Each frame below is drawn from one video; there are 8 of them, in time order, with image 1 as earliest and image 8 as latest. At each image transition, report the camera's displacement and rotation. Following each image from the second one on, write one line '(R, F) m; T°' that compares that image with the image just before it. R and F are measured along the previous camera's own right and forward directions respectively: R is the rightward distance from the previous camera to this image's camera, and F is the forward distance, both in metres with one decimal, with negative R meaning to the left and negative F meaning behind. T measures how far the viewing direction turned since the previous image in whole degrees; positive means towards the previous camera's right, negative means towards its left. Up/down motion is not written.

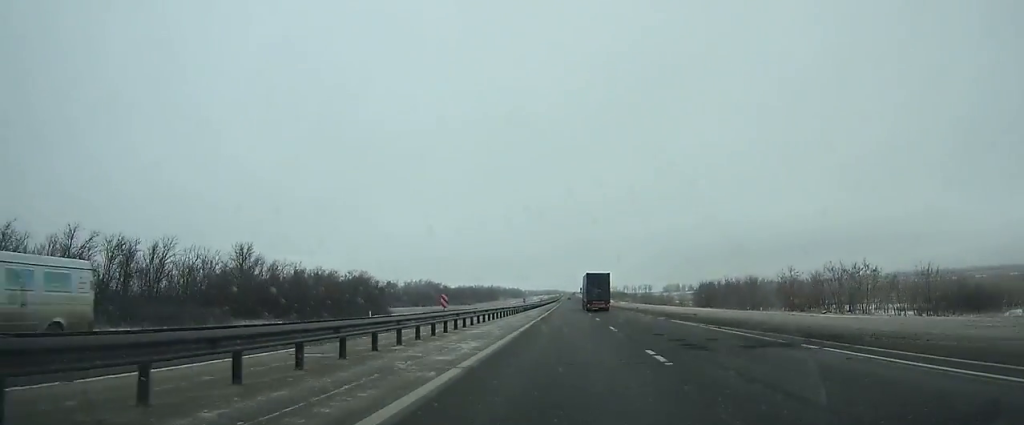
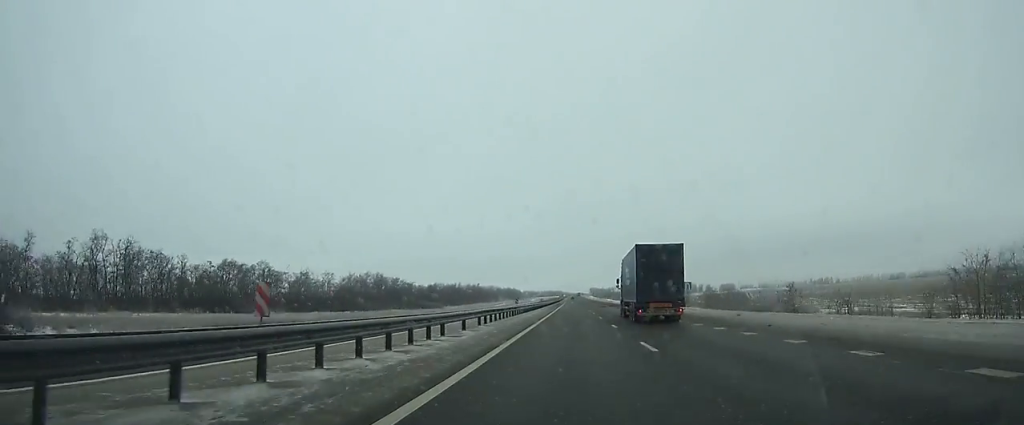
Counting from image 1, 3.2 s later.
(+0.1, +94.3) m; 0°
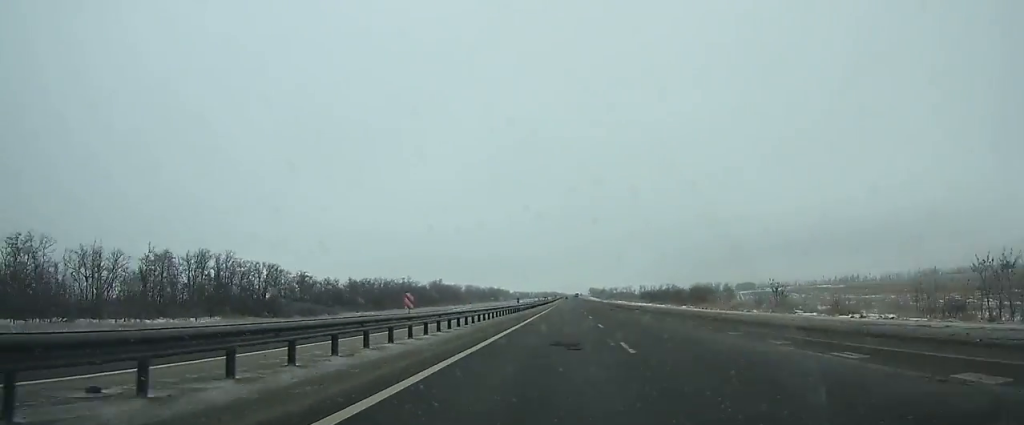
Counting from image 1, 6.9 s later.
(+0.1, +109.8) m; 0°
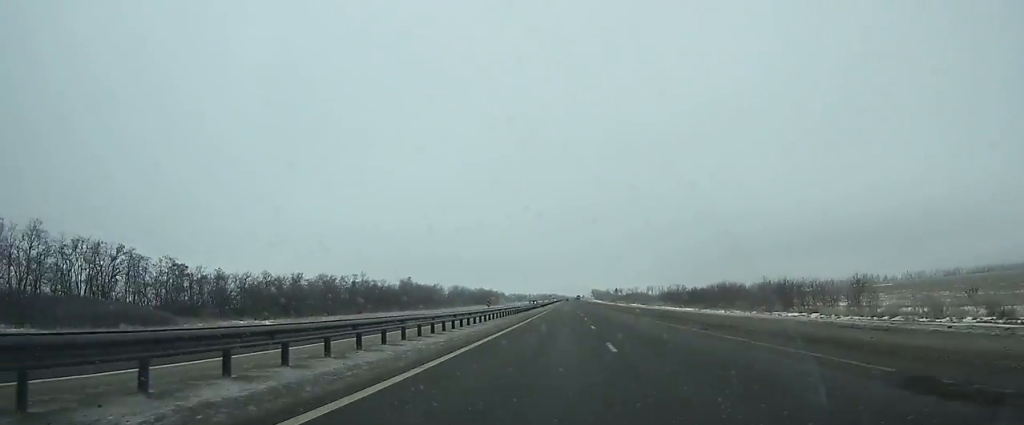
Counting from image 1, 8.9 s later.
(-0.1, +59.8) m; 0°
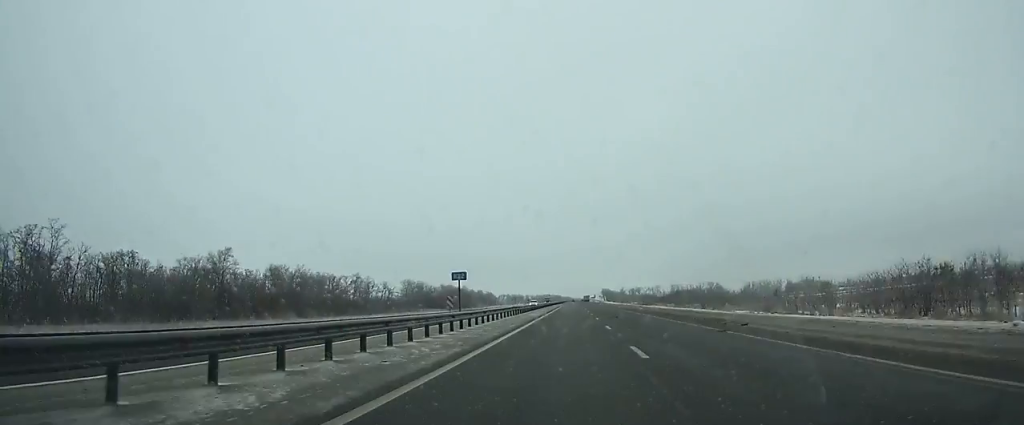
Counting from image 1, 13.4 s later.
(-0.3, +134.7) m; 0°
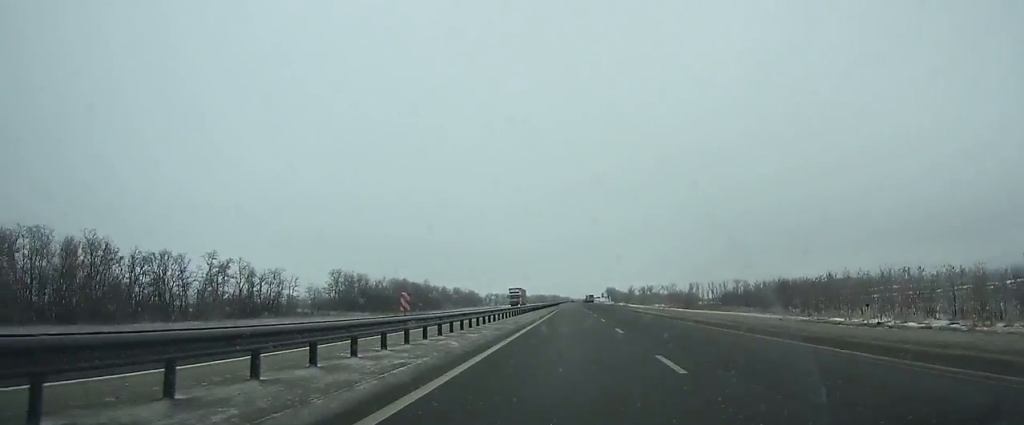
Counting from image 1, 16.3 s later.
(+0.1, +87.4) m; 0°
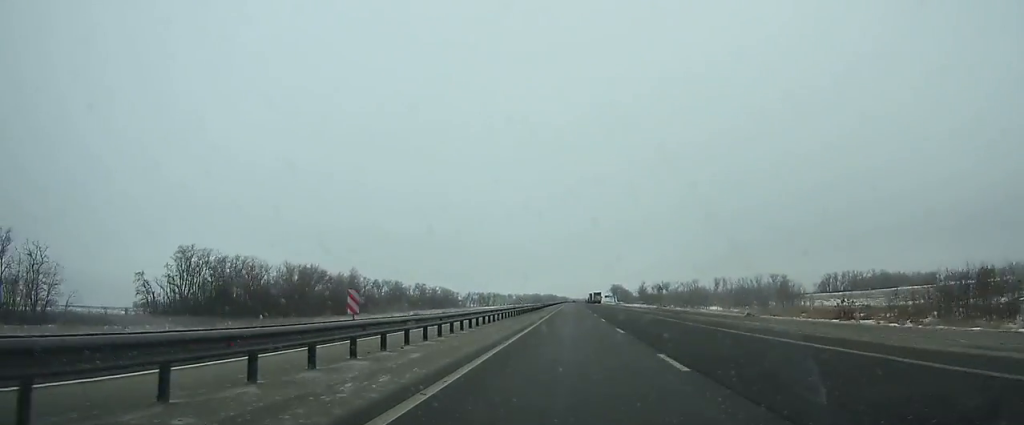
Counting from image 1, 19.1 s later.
(+0.2, +85.3) m; 0°
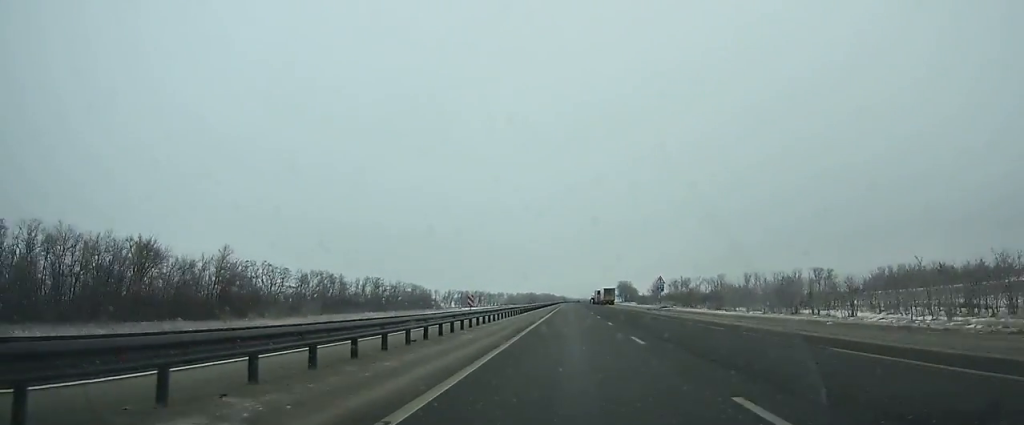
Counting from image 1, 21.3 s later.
(0.0, +68.4) m; 0°
